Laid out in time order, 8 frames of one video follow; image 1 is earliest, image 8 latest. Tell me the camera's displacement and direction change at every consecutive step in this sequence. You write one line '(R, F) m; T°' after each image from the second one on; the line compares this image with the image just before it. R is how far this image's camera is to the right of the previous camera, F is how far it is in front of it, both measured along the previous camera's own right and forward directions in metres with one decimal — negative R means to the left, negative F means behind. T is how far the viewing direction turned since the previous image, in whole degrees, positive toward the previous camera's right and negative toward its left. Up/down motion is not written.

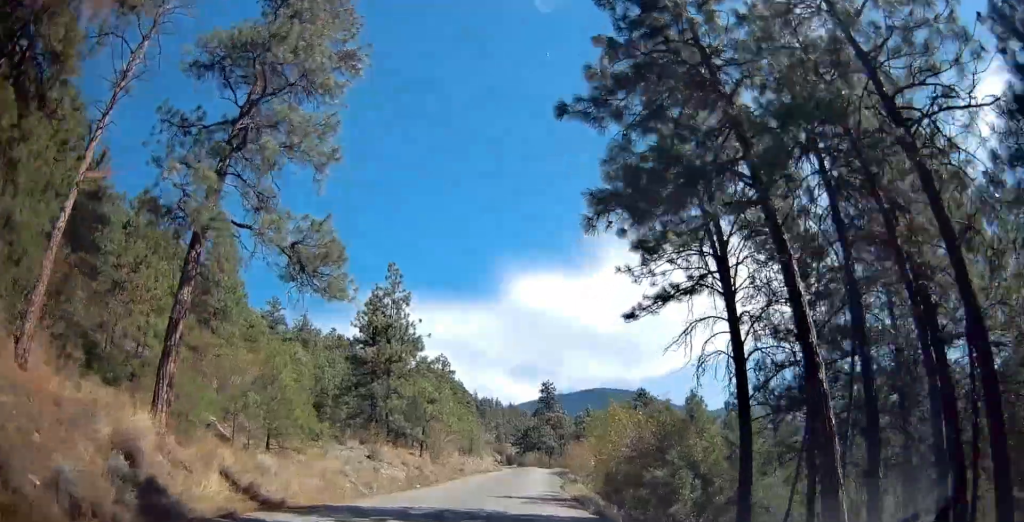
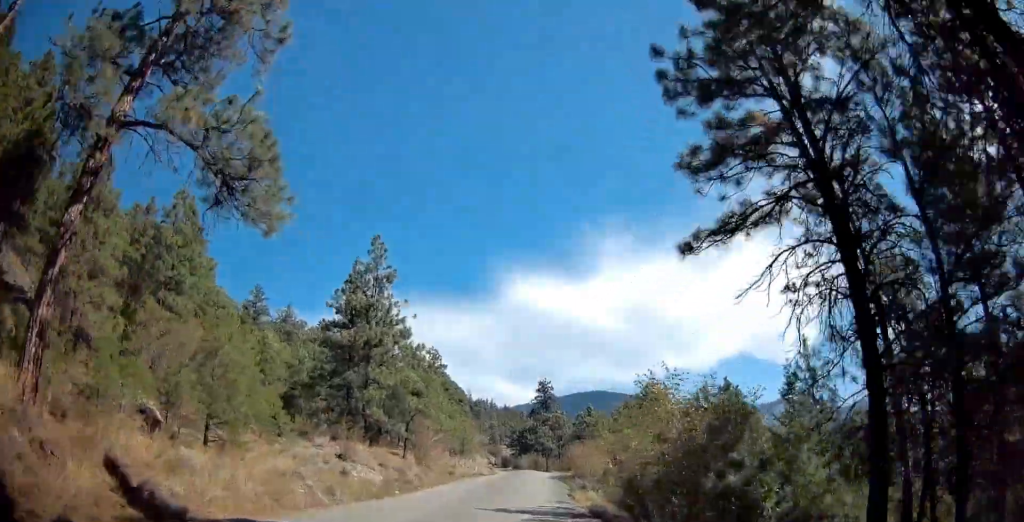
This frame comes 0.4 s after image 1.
(0.0, +5.6) m; 0°
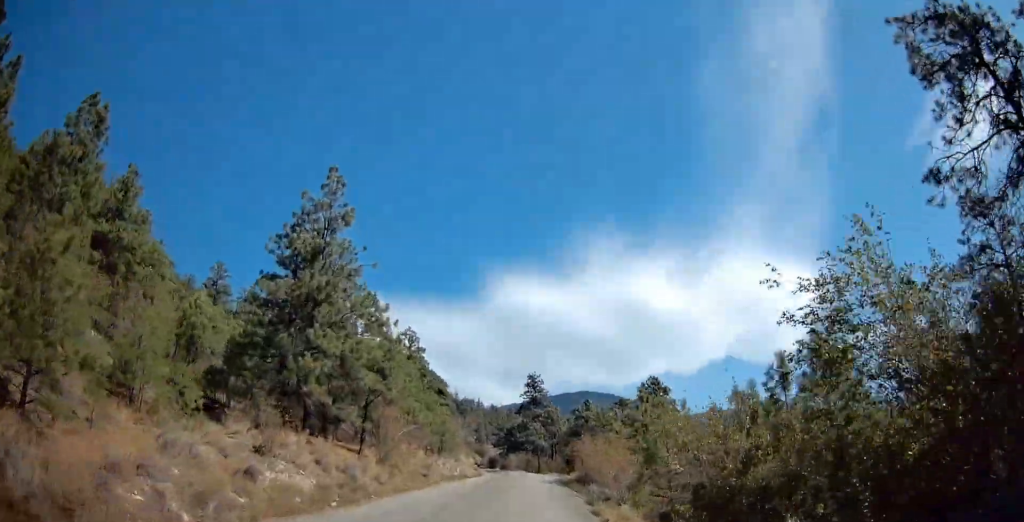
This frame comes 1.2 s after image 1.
(0.0, +9.5) m; +1°
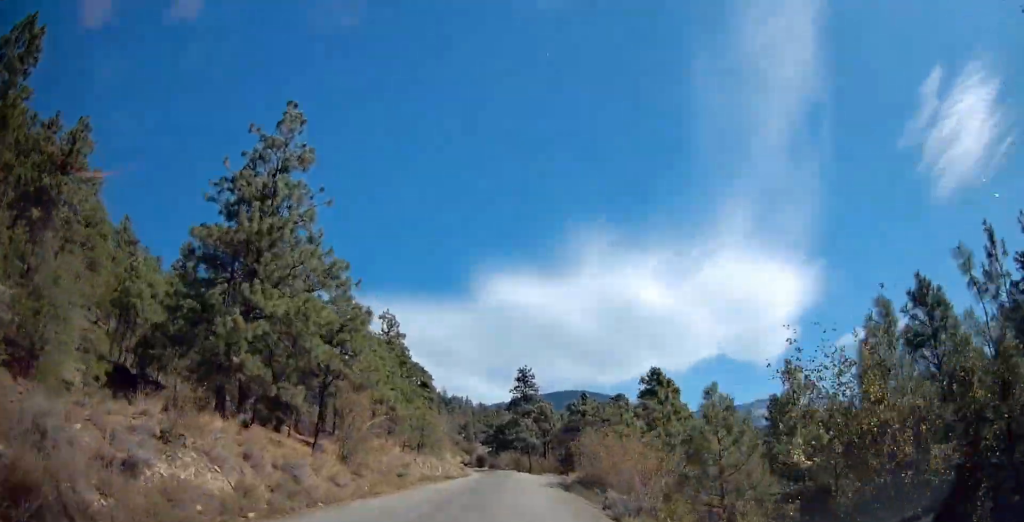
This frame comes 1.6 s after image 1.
(-0.1, +6.0) m; +1°
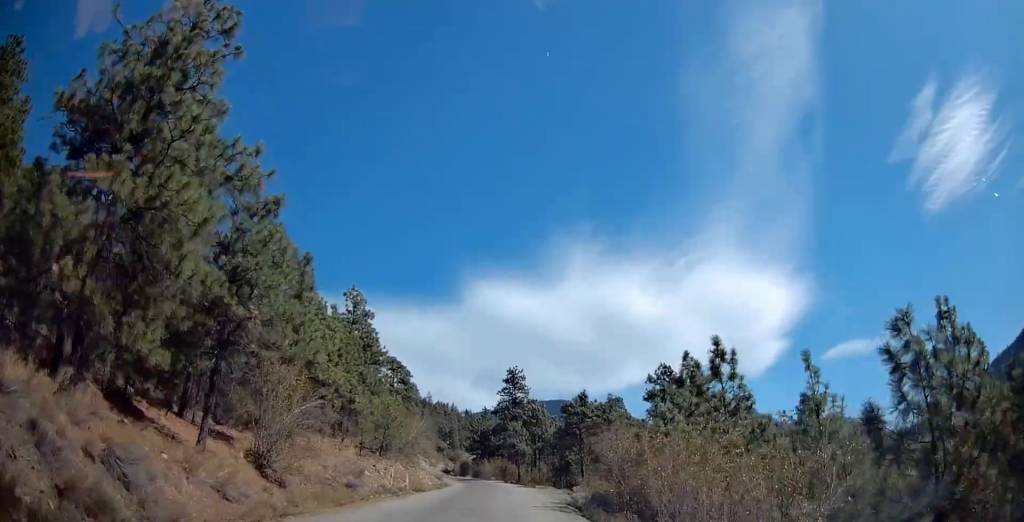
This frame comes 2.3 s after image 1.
(+0.3, +9.0) m; +2°
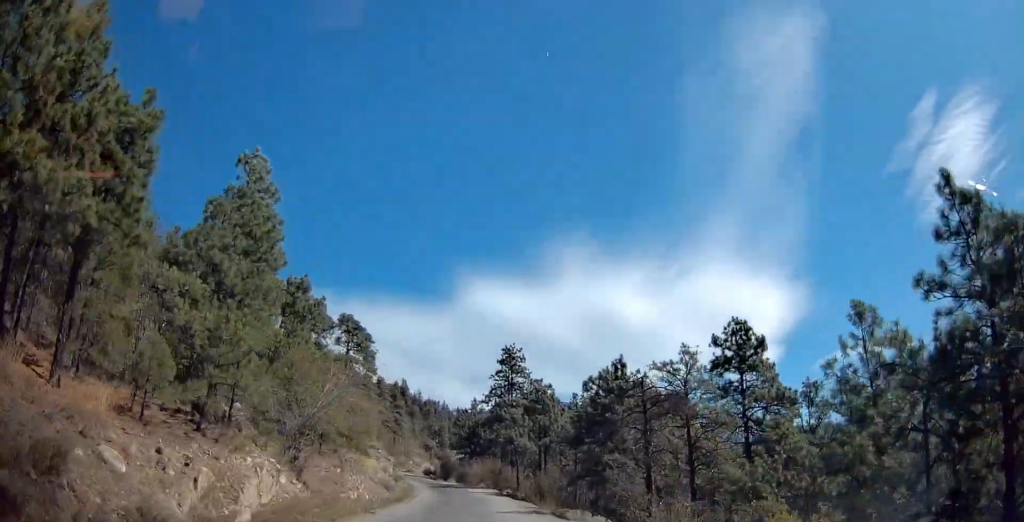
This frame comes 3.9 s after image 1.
(+0.4, +19.8) m; +2°
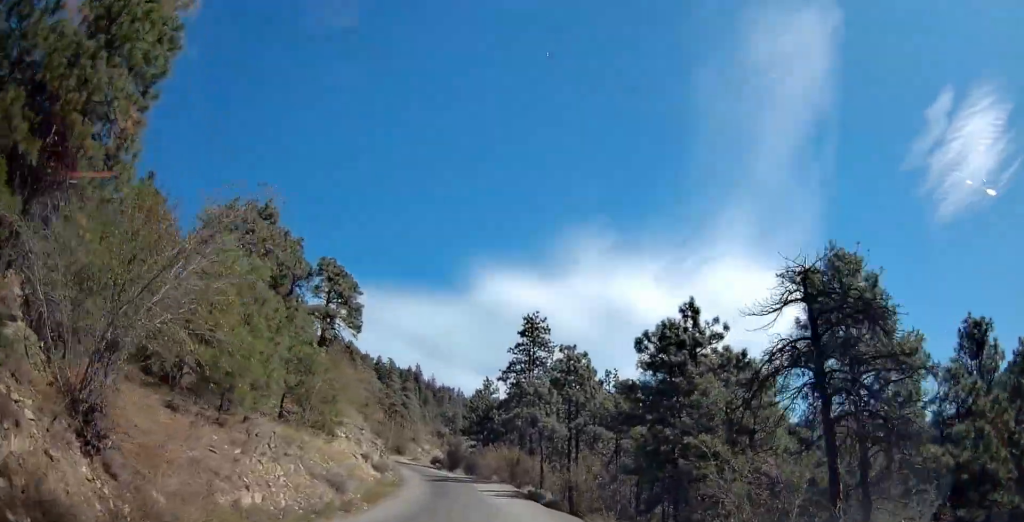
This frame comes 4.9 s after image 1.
(+0.1, +11.5) m; 0°
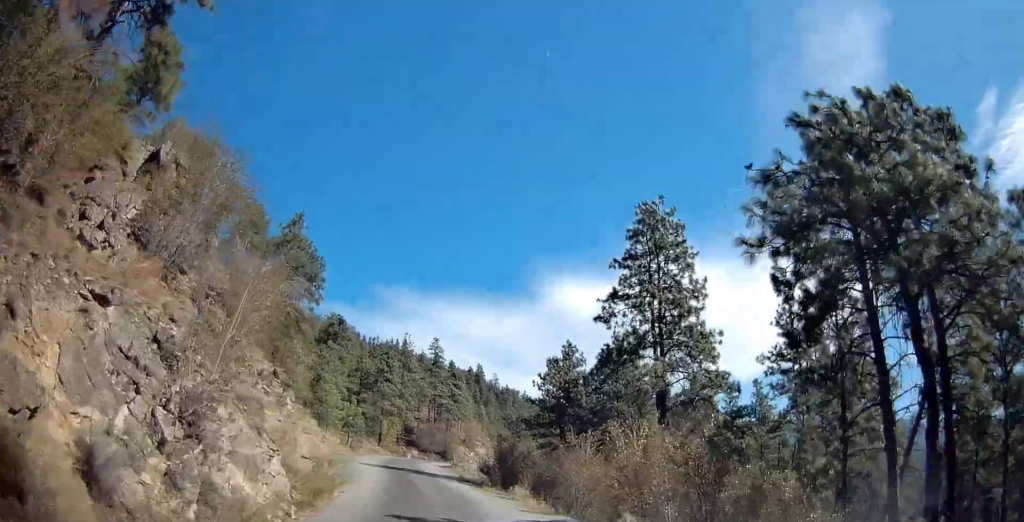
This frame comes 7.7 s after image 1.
(-1.4, +31.4) m; -9°
